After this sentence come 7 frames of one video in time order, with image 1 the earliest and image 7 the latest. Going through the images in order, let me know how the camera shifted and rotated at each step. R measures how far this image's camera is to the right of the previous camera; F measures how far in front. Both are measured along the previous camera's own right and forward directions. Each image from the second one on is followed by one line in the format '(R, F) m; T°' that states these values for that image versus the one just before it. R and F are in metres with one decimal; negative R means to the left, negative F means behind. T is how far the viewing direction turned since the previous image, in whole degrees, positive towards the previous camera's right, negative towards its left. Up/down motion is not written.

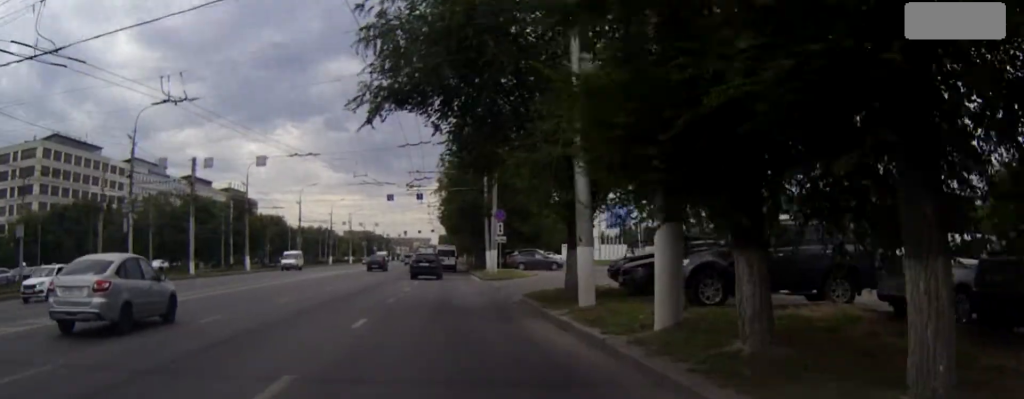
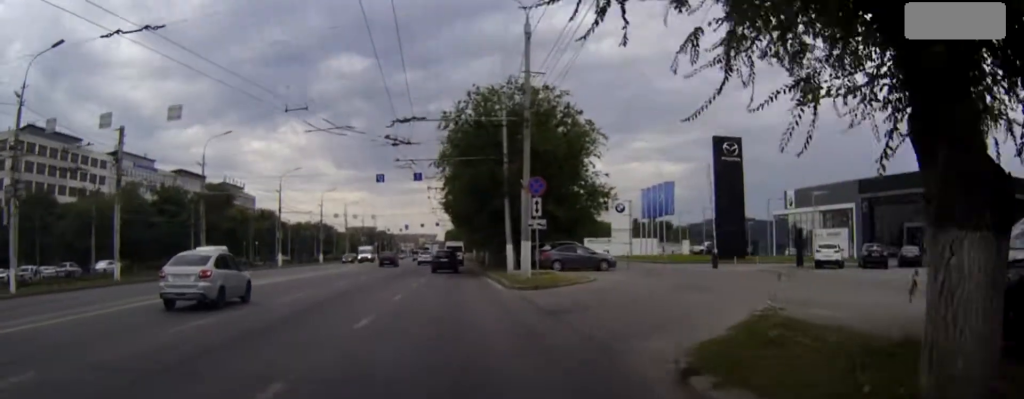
(0.0, +16.6) m; 0°
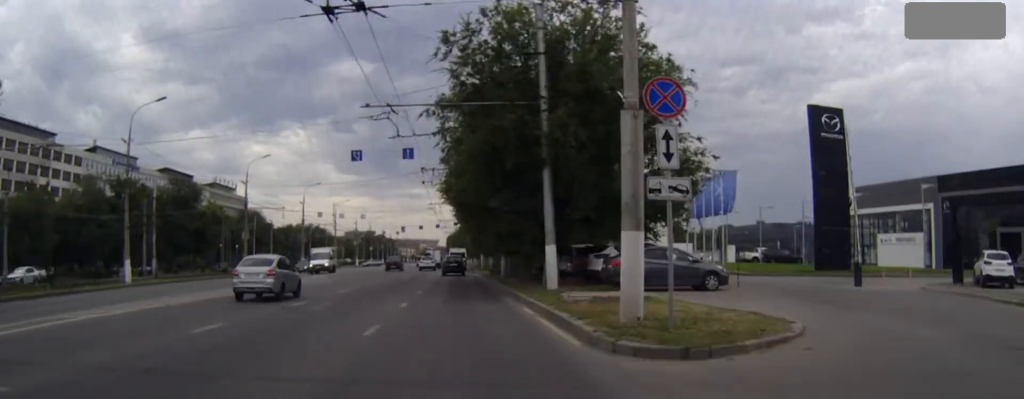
(+0.1, +17.3) m; 0°
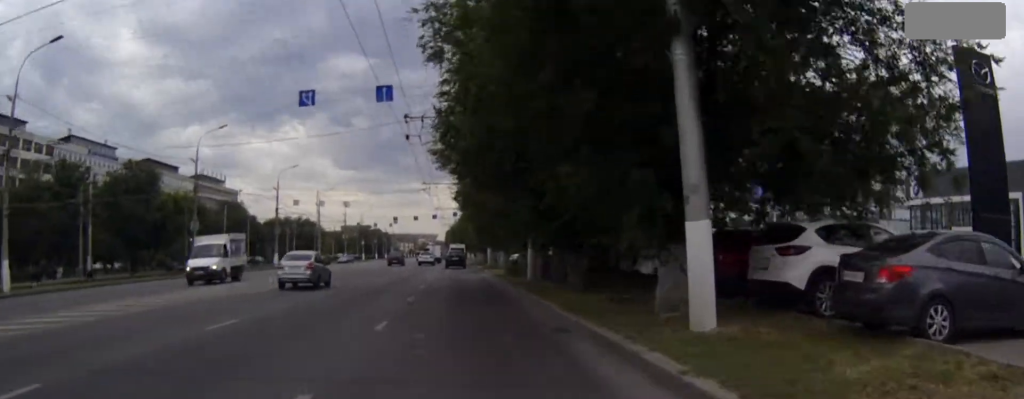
(0.0, +15.8) m; 0°
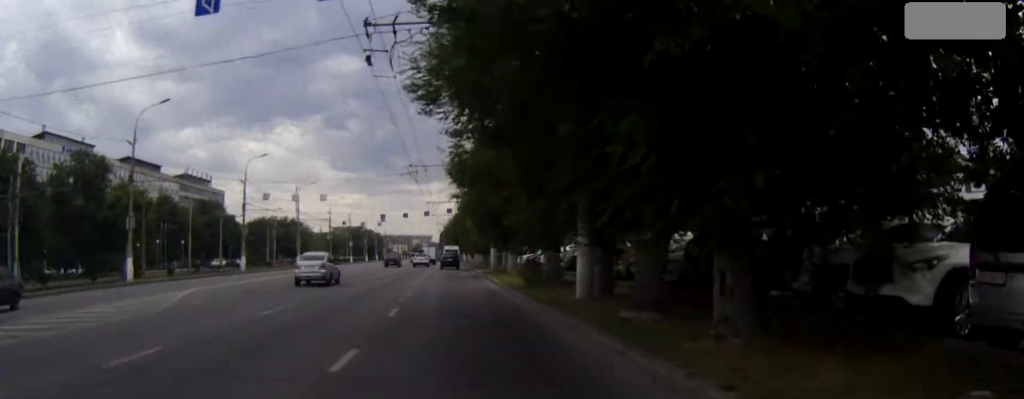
(0.0, +12.4) m; 0°
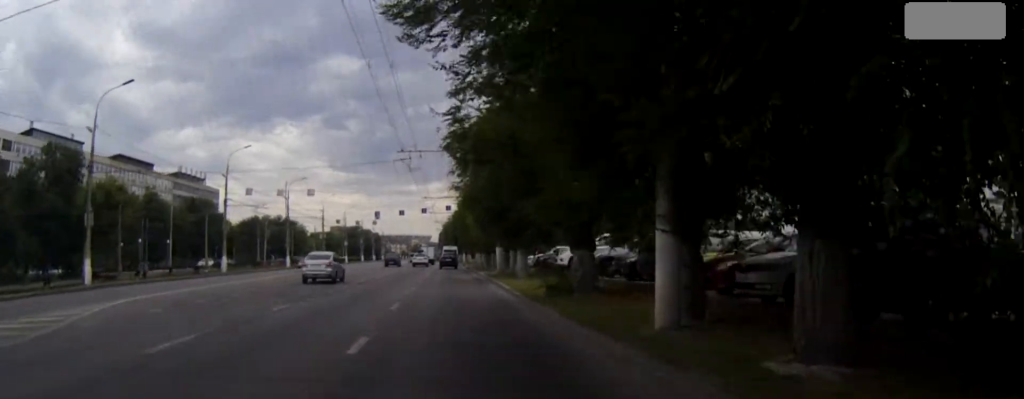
(0.0, +6.4) m; 0°
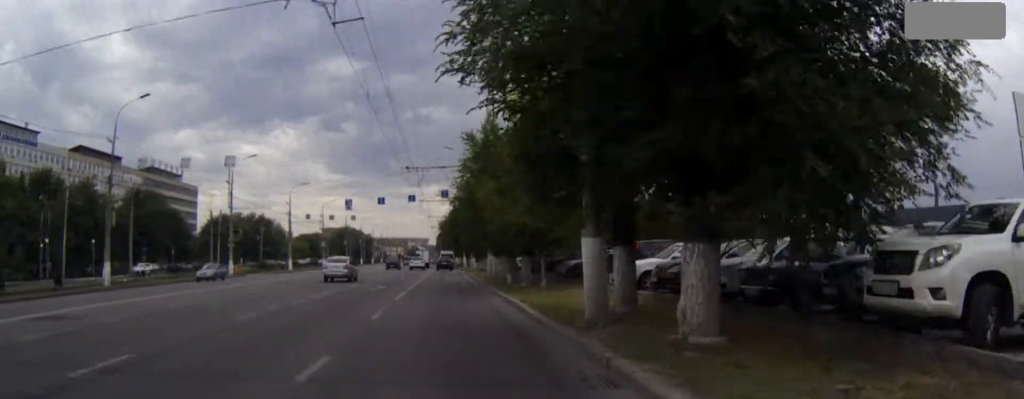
(+0.1, +26.2) m; 0°
